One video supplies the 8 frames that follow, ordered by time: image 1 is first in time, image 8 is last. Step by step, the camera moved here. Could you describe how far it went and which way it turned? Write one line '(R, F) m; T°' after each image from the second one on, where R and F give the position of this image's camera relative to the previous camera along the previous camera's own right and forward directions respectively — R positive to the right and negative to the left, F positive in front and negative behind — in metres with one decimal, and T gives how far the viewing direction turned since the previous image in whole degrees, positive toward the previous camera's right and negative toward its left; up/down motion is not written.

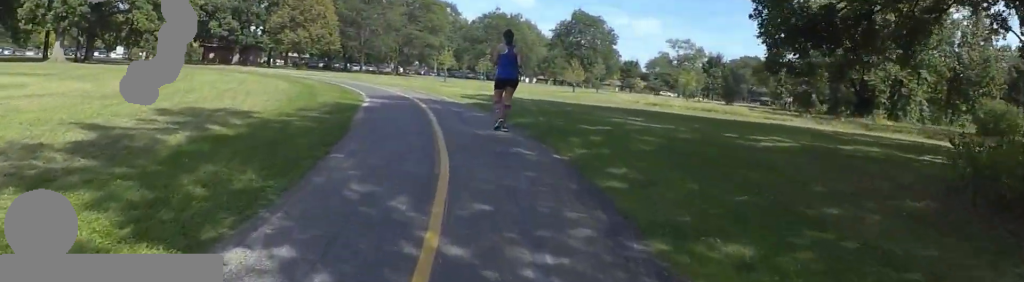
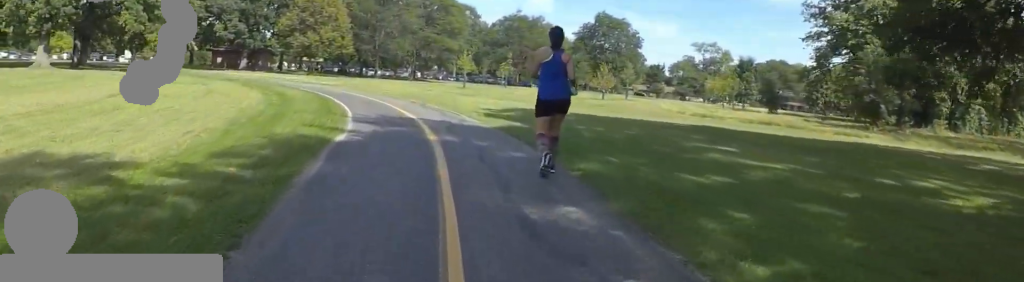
(0.0, +5.0) m; 0°
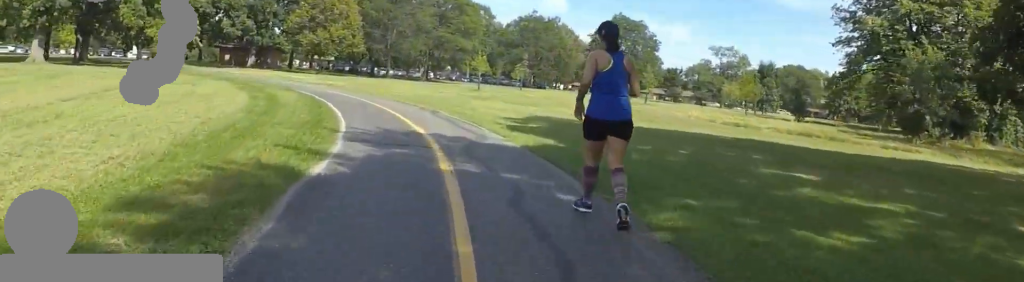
(0.0, +2.5) m; 0°
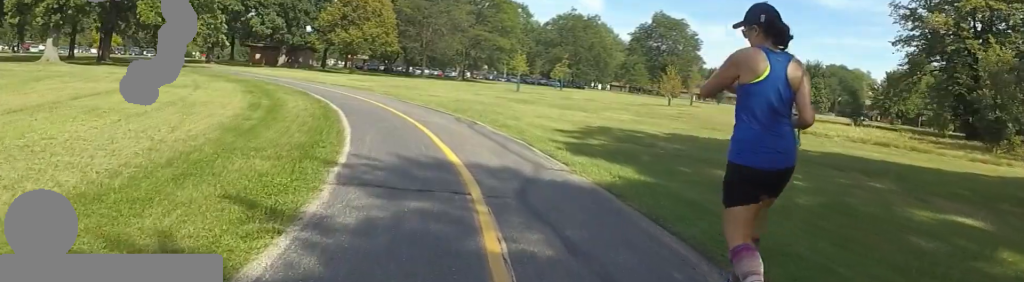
(0.0, +3.1) m; -6°
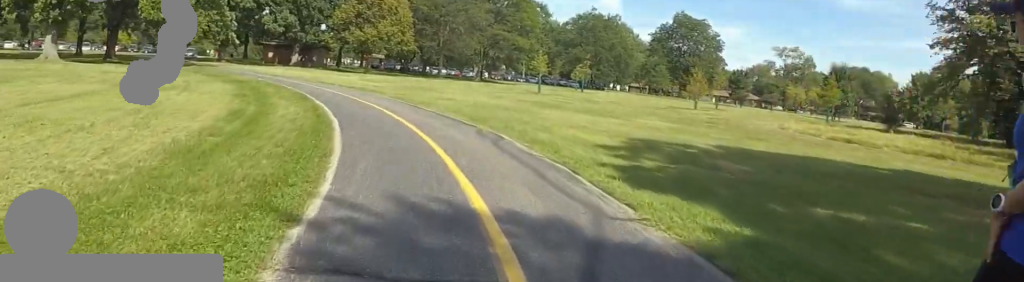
(+0.3, +2.4) m; -6°
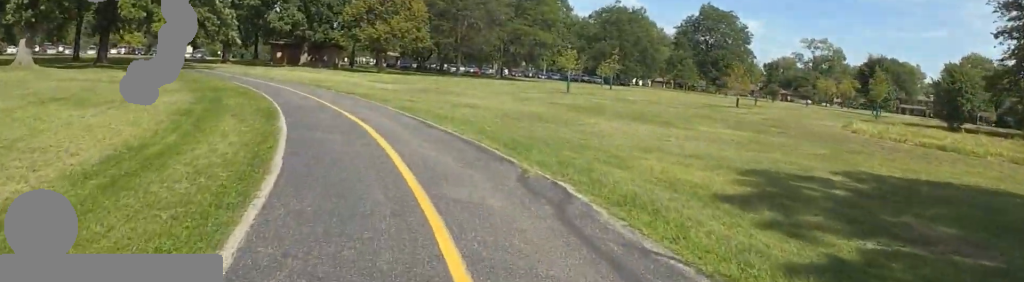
(-0.9, +4.5) m; -5°
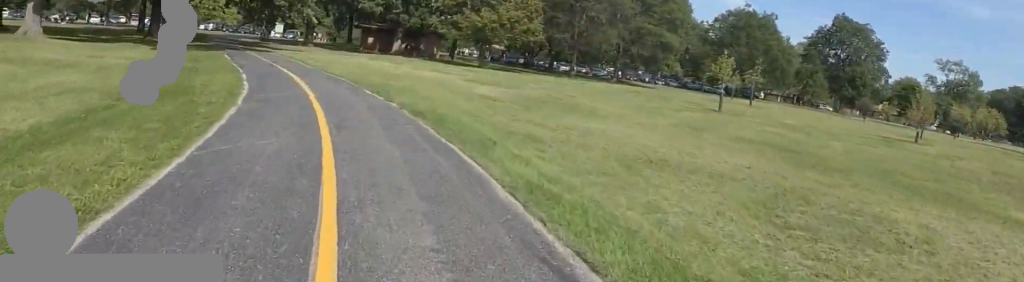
(+0.4, +9.8) m; -3°
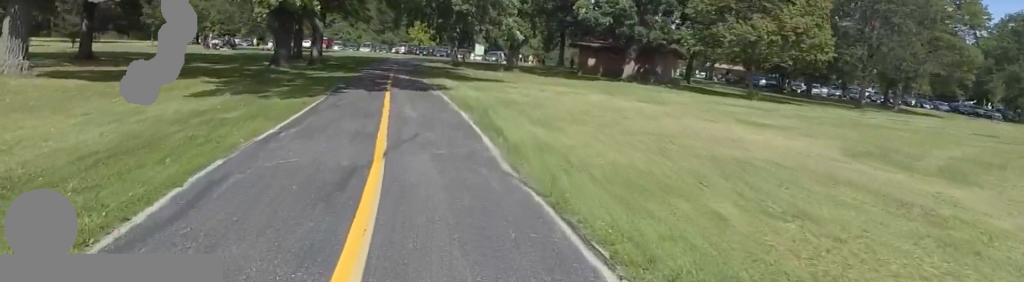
(-3.9, +16.6) m; -25°
